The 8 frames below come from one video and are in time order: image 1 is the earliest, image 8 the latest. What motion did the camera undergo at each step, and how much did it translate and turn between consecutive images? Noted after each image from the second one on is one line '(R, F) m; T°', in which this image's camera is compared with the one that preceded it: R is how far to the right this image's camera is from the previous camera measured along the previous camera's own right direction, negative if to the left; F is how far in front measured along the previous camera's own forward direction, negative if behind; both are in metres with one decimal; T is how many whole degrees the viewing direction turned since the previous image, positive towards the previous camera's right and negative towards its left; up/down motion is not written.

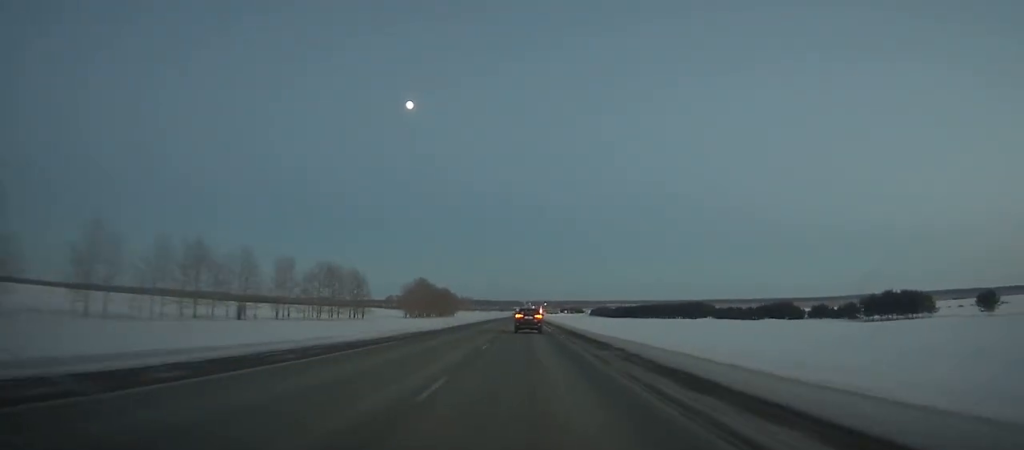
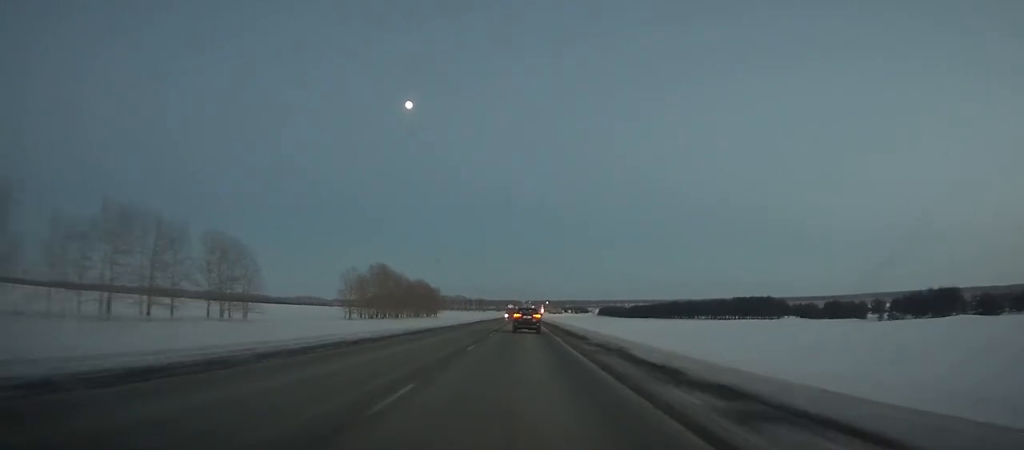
(+0.6, +74.5) m; +1°
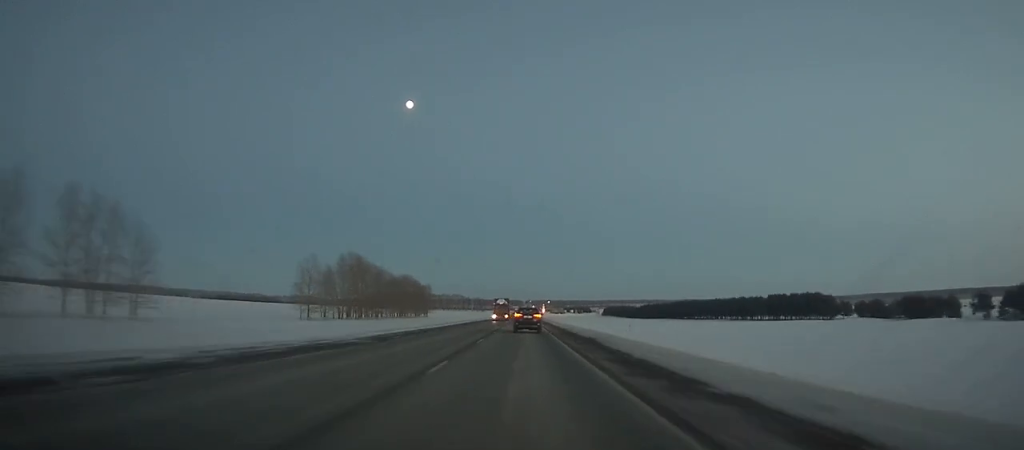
(+0.1, +33.0) m; 0°
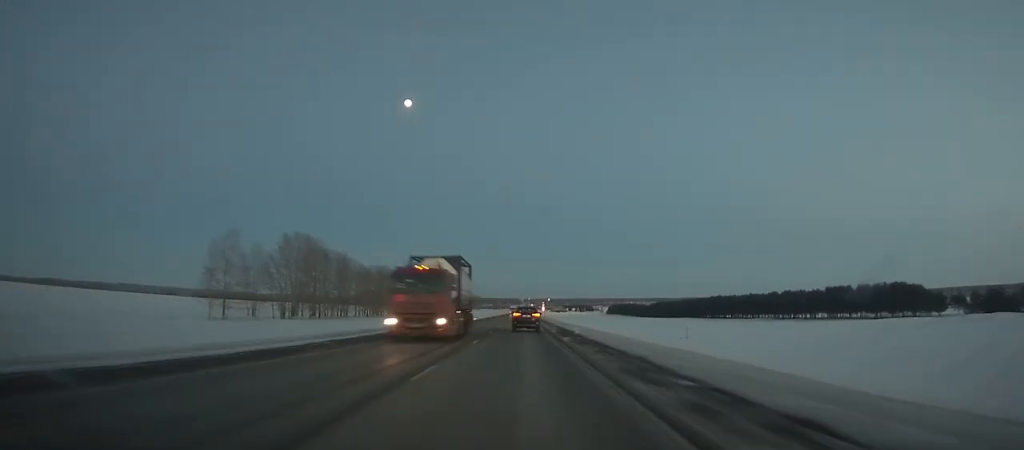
(0.0, +37.5) m; 0°
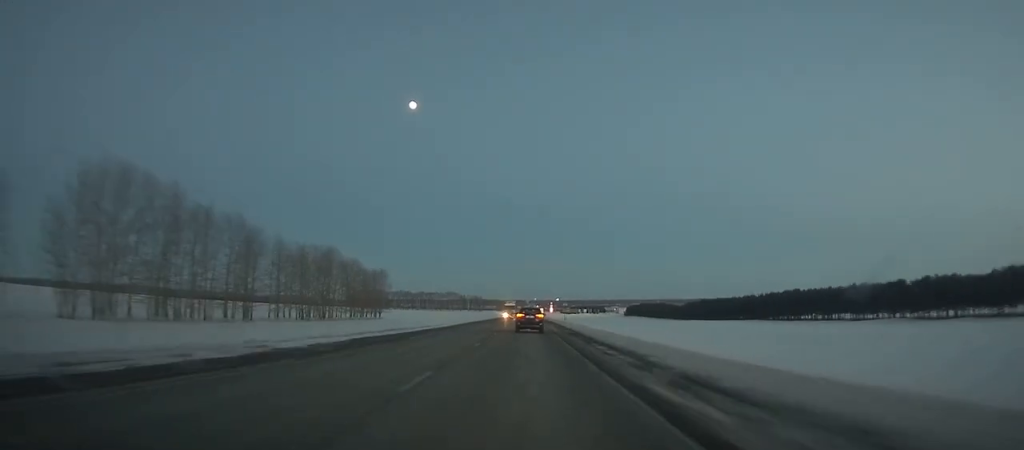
(0.0, +62.2) m; 0°
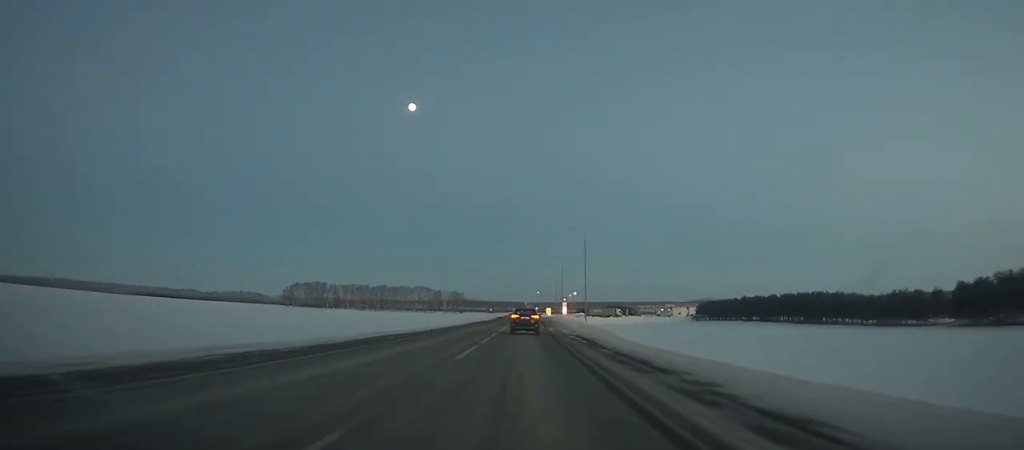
(-0.7, +181.0) m; 0°
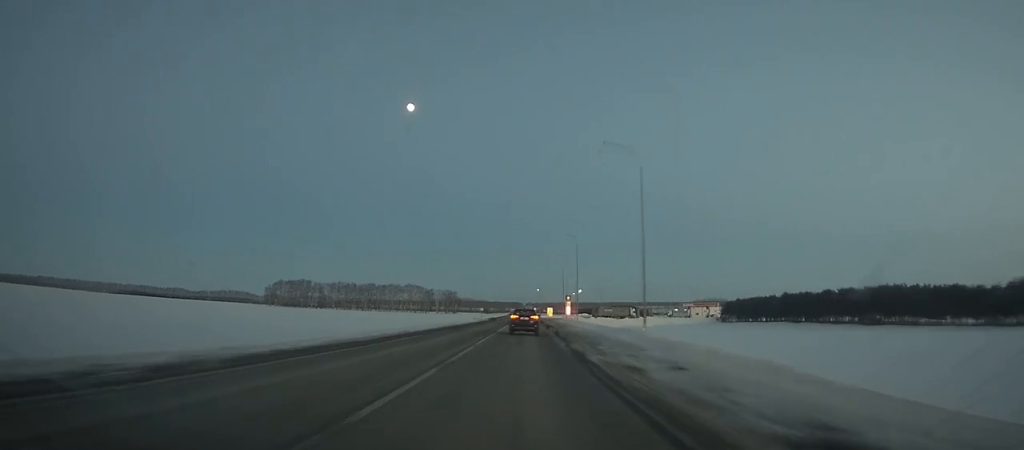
(-0.1, +34.1) m; 0°
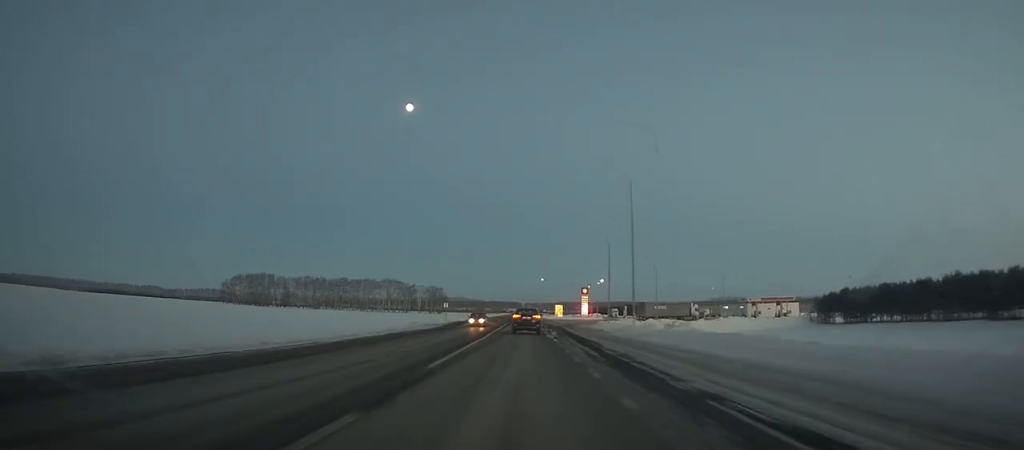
(+0.2, +72.3) m; 0°
